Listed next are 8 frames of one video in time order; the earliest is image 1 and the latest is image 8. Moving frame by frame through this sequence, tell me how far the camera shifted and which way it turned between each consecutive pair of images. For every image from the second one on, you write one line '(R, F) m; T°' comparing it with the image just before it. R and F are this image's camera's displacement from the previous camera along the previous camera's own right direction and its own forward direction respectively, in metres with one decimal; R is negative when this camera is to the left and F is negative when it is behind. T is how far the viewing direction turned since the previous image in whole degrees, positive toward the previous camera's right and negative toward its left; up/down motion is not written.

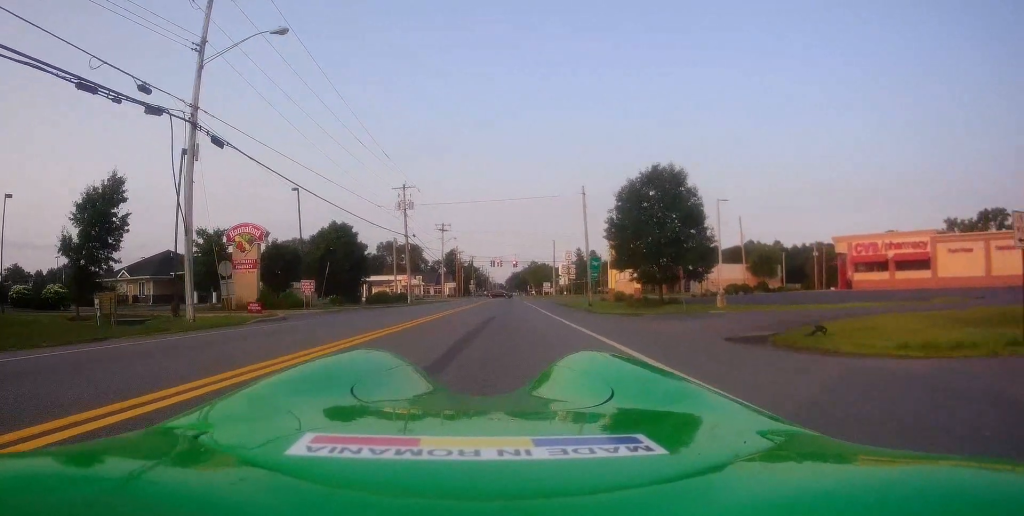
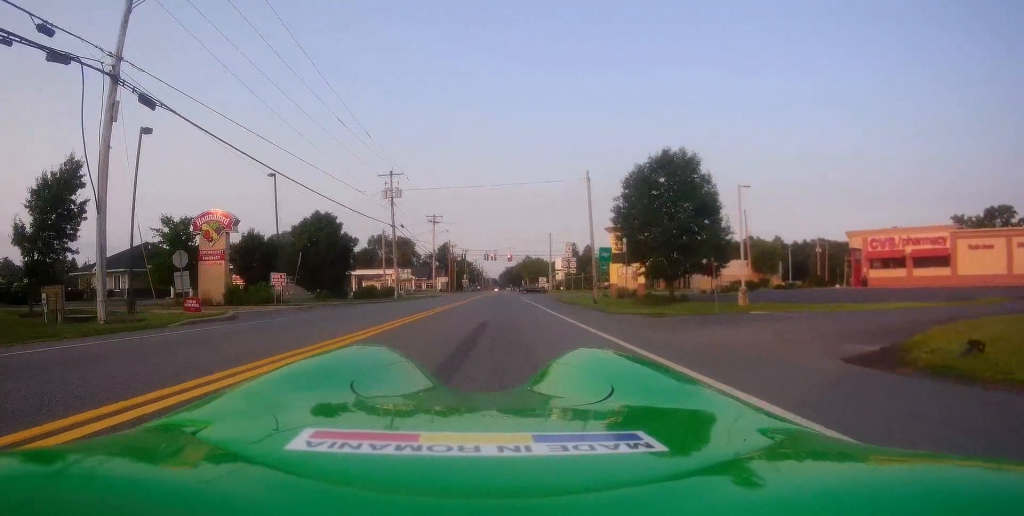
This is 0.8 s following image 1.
(0.0, +4.6) m; +2°
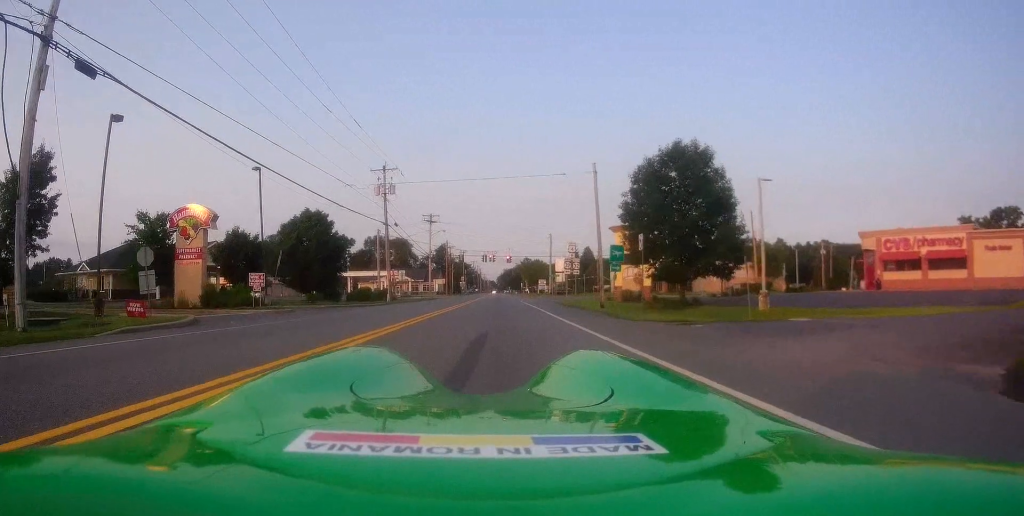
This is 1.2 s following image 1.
(+0.2, +3.0) m; 0°
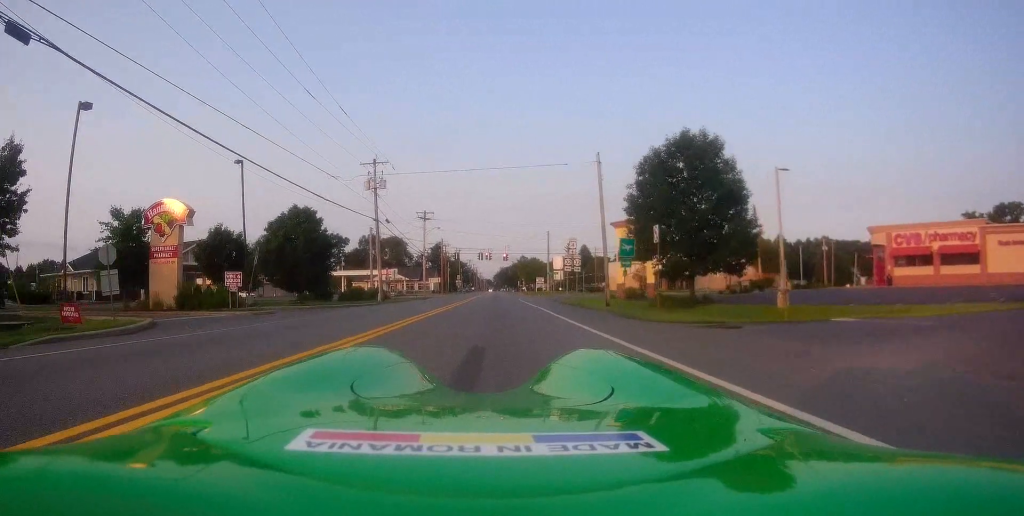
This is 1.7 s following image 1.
(+0.1, +2.5) m; 0°
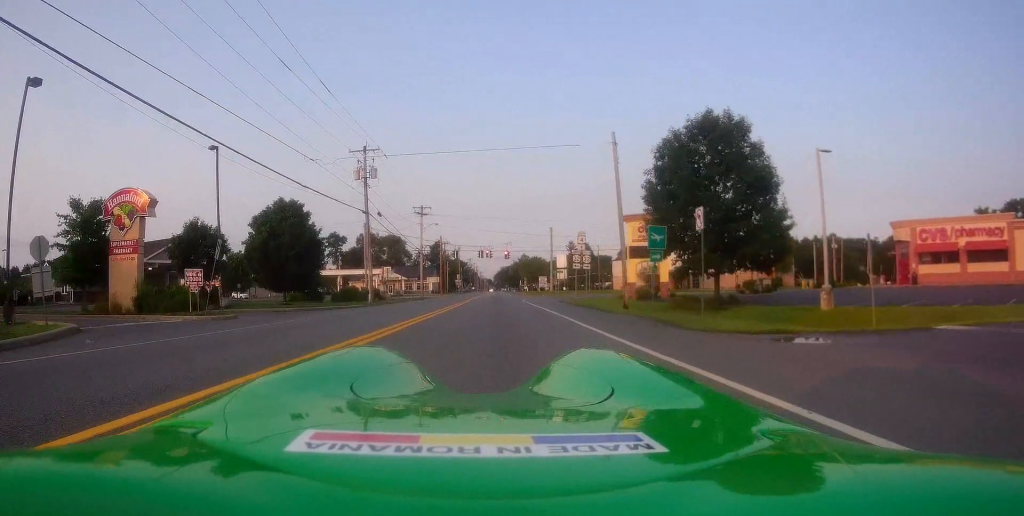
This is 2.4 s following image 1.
(-0.2, +4.3) m; -2°
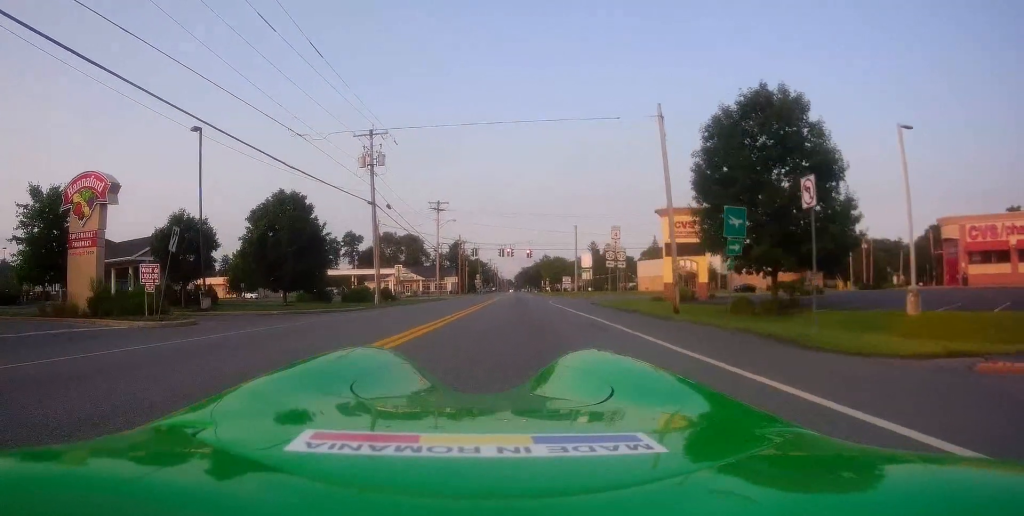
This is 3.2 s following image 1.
(-0.1, +5.0) m; -3°
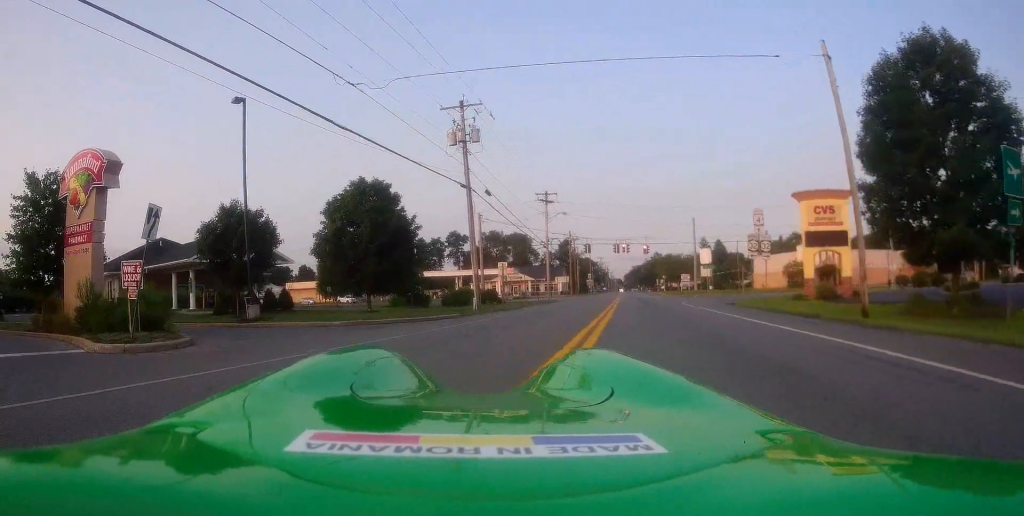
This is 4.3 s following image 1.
(-0.3, +6.6) m; -10°
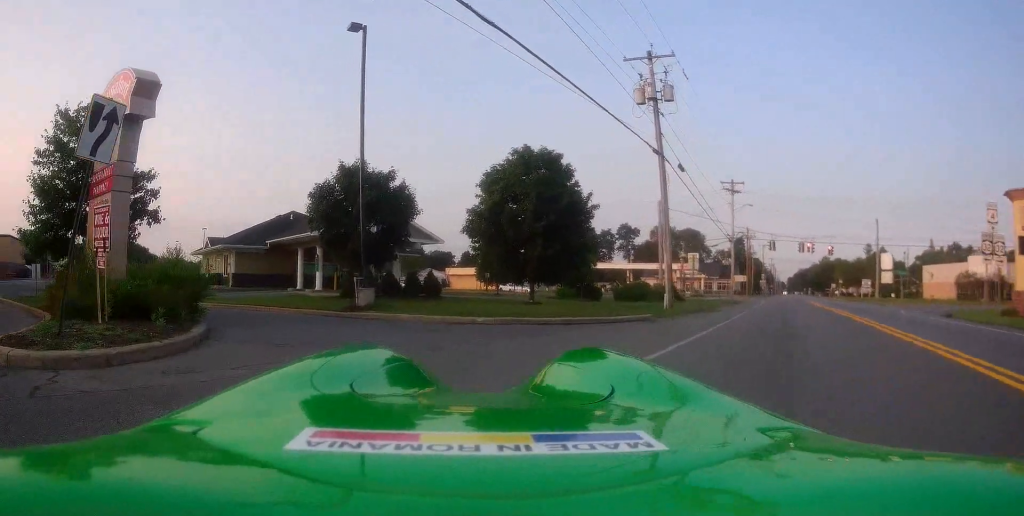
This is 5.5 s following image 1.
(-0.9, +6.6) m; -15°
